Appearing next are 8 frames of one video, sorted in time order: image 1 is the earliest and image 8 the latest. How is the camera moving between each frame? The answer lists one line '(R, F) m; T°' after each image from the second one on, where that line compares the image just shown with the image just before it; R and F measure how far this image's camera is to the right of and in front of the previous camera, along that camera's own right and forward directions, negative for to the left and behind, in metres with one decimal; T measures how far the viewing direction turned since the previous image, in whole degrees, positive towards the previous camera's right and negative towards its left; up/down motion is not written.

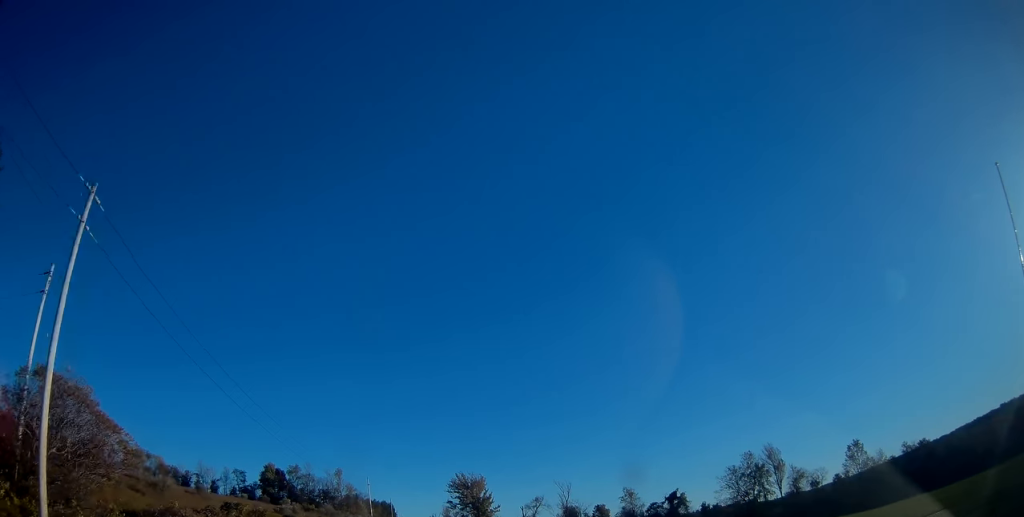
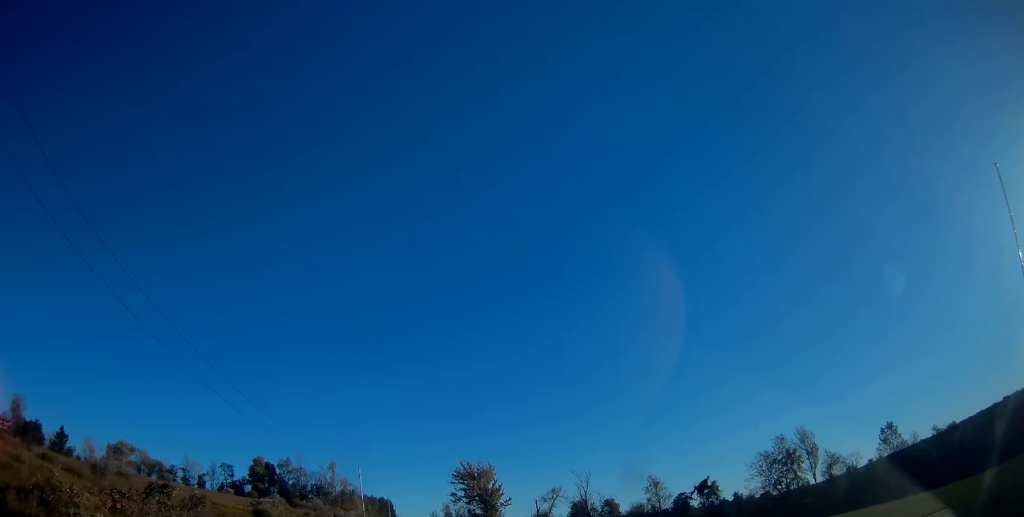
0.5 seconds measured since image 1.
(0.0, +13.1) m; 0°
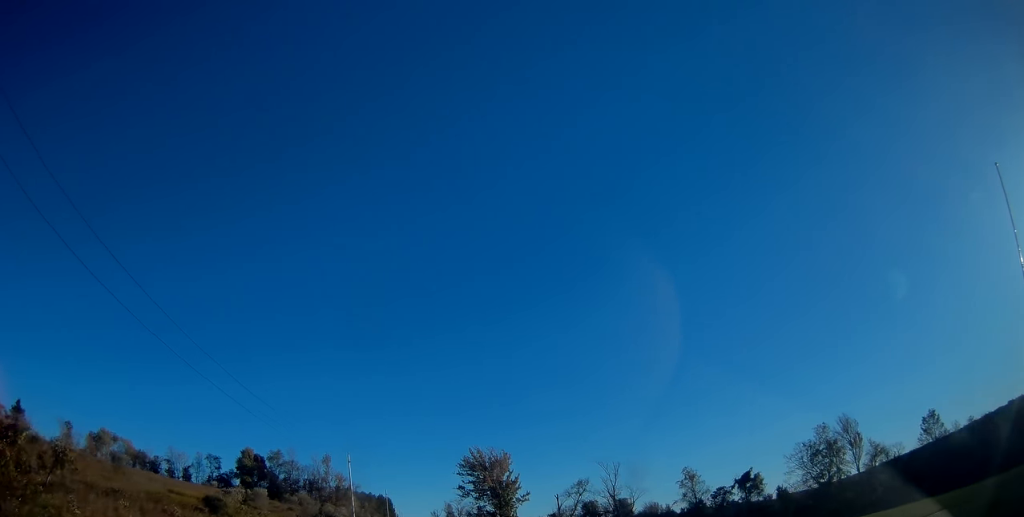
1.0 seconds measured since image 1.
(0.0, +14.0) m; 0°
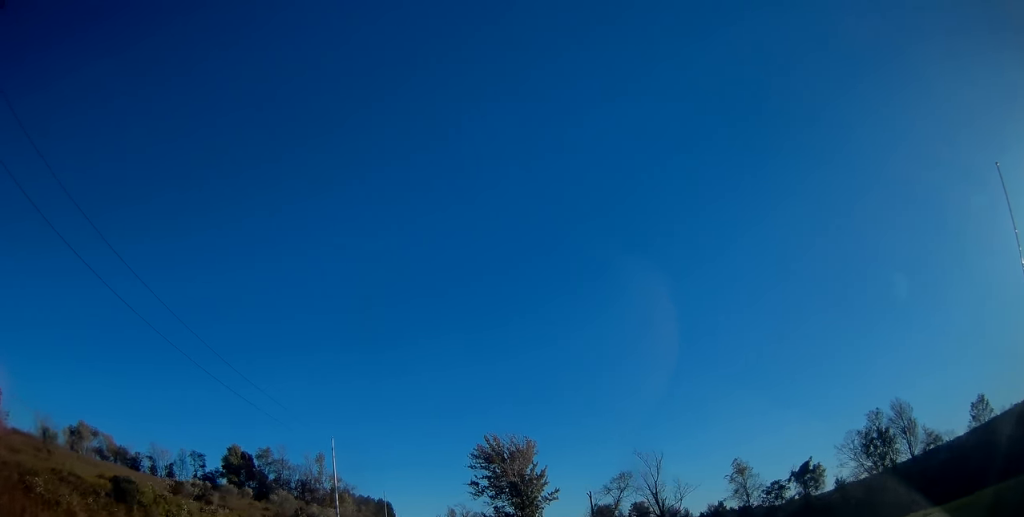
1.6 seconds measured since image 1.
(0.0, +14.9) m; 0°
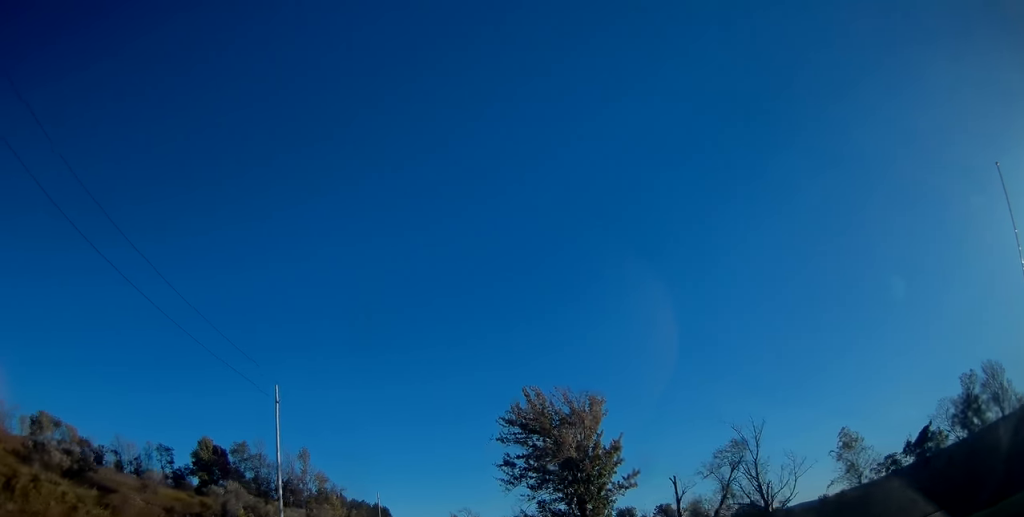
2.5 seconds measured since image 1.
(0.0, +22.8) m; 0°
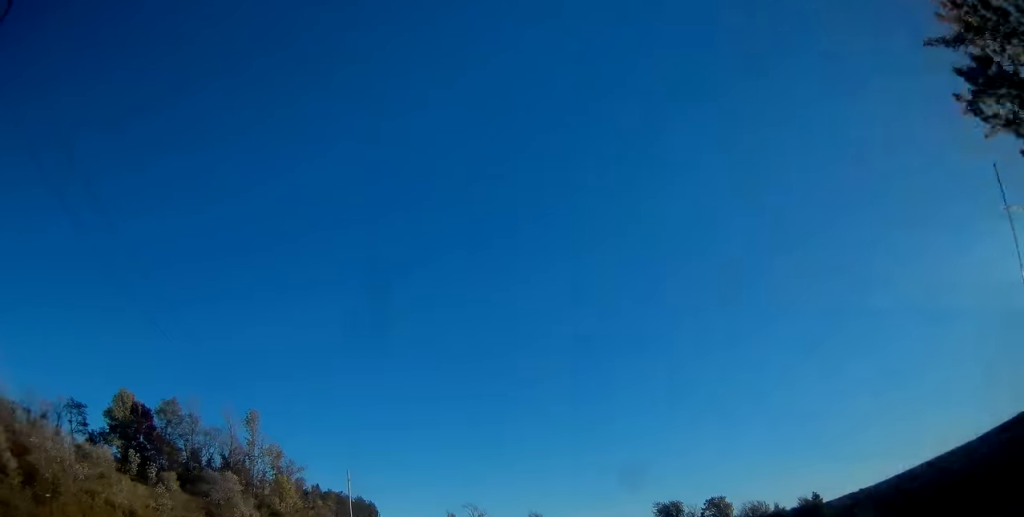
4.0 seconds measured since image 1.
(-0.1, +39.8) m; 0°
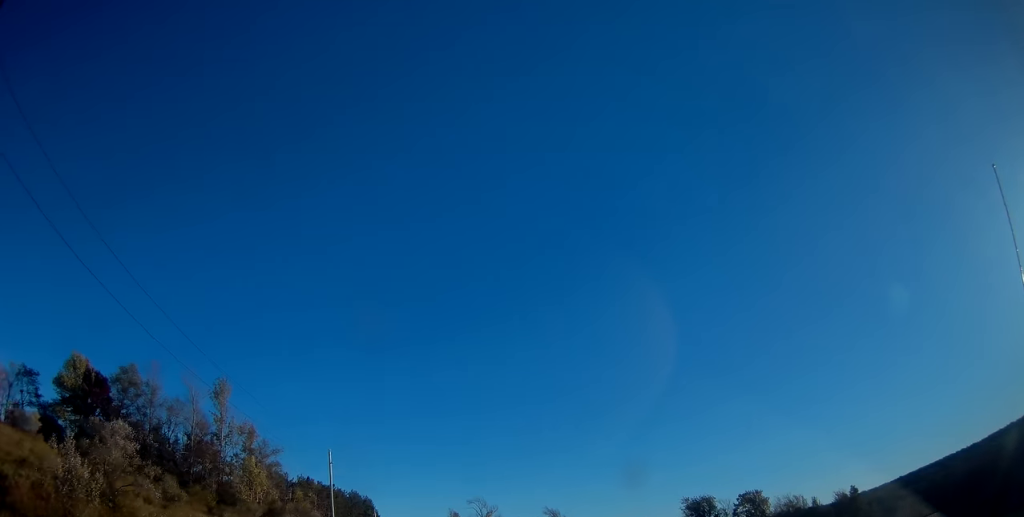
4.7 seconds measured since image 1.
(0.0, +17.2) m; 0°
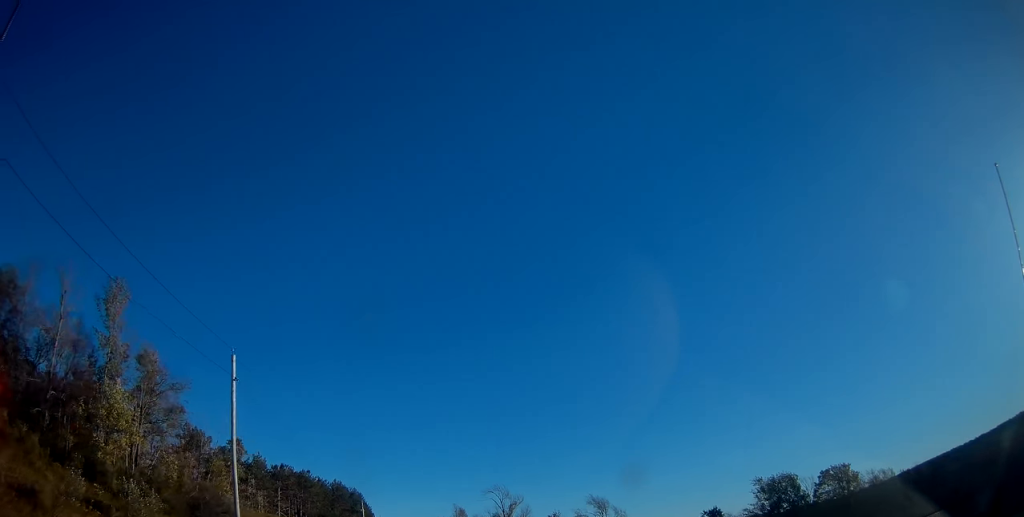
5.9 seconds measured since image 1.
(+0.3, +32.5) m; 0°
